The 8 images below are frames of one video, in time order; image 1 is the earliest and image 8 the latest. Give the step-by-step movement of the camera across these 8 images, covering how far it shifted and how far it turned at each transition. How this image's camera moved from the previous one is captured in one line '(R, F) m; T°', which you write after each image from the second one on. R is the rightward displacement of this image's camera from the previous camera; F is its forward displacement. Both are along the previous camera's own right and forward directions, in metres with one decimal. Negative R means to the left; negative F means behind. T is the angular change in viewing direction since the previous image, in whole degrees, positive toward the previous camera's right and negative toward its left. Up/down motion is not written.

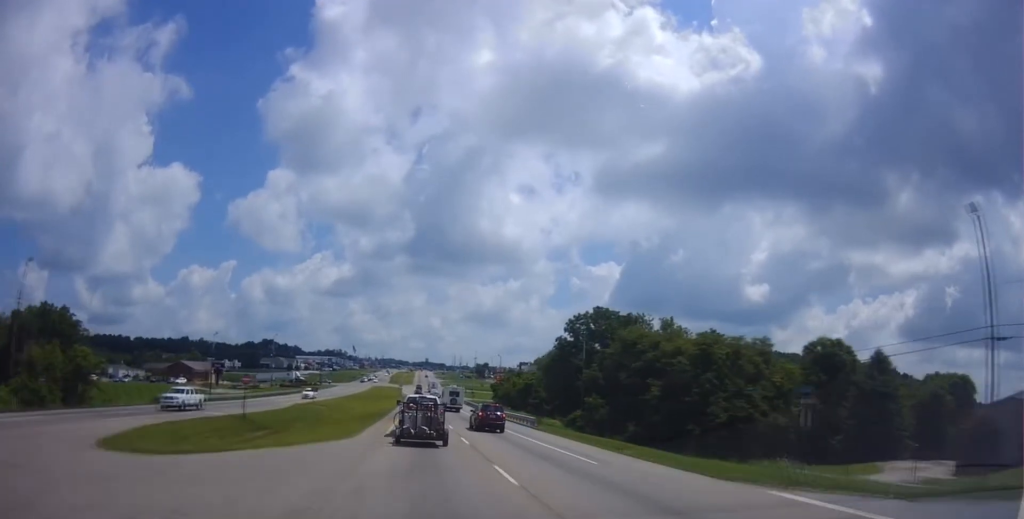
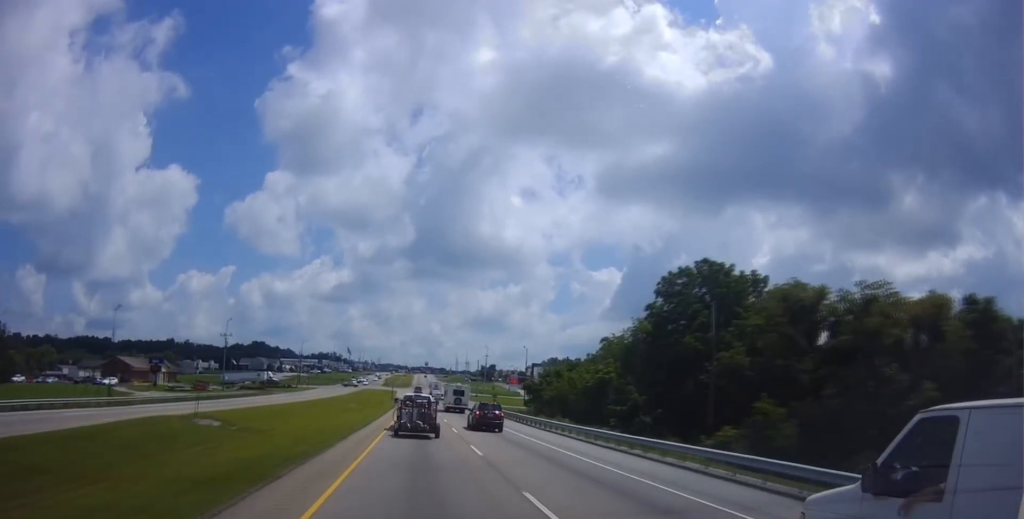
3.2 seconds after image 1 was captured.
(-0.1, +39.6) m; 0°
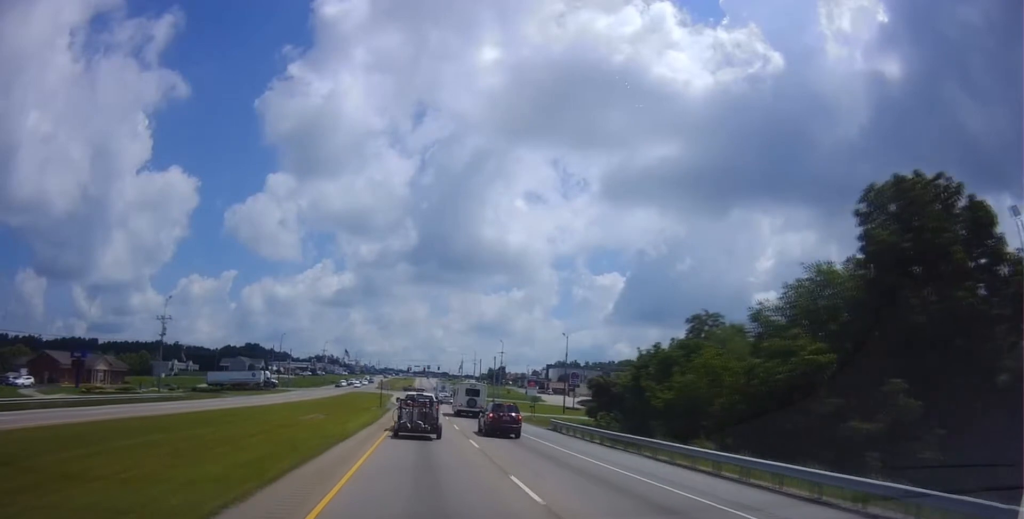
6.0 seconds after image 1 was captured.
(+0.3, +32.7) m; 0°
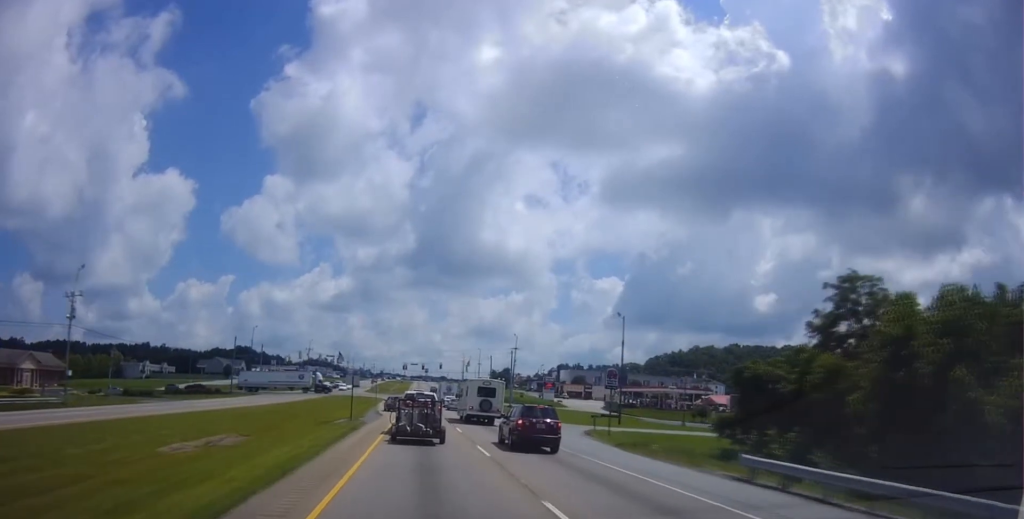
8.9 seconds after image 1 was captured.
(+0.1, +30.5) m; +1°
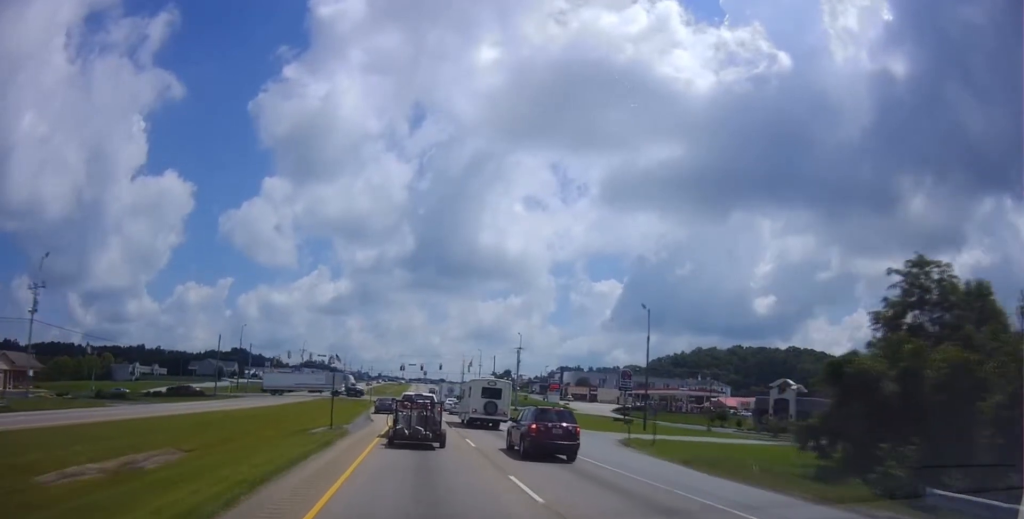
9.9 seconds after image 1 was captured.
(-0.1, +5.9) m; -1°
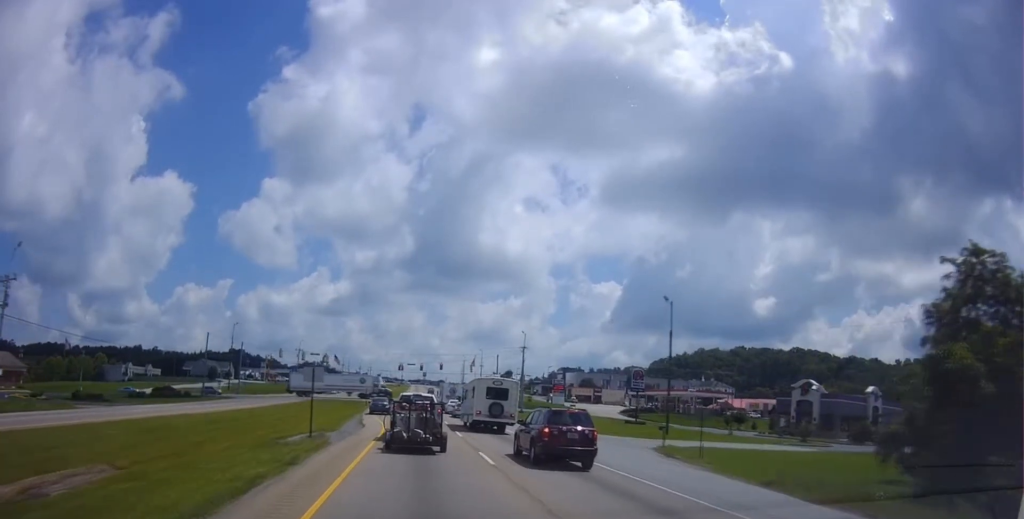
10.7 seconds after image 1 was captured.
(0.0, +4.0) m; -1°
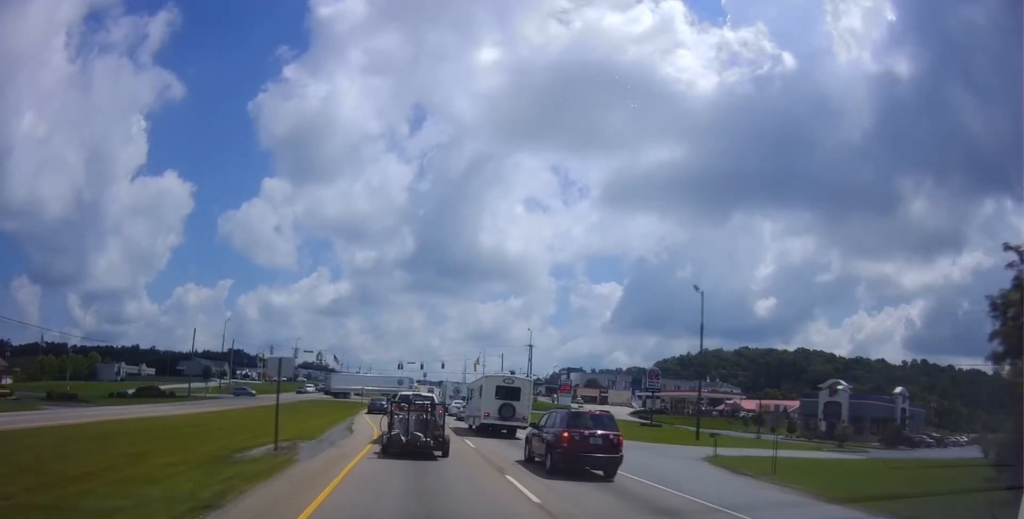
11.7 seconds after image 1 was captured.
(0.0, +4.2) m; +2°
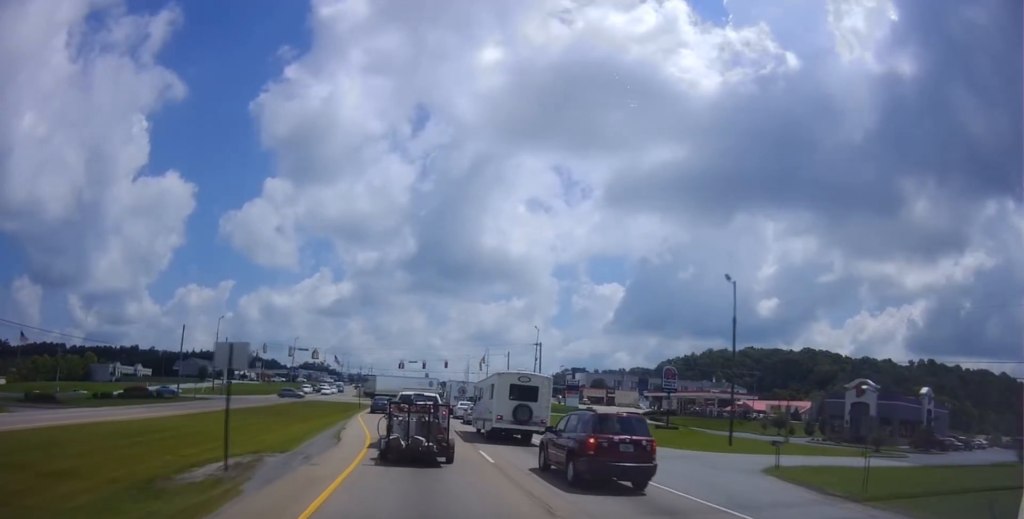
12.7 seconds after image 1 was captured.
(0.0, +3.9) m; +1°
